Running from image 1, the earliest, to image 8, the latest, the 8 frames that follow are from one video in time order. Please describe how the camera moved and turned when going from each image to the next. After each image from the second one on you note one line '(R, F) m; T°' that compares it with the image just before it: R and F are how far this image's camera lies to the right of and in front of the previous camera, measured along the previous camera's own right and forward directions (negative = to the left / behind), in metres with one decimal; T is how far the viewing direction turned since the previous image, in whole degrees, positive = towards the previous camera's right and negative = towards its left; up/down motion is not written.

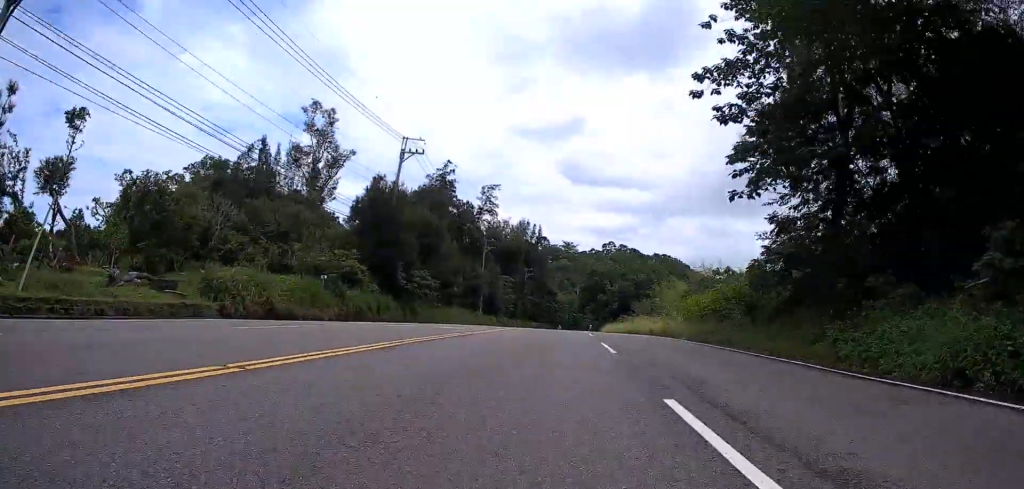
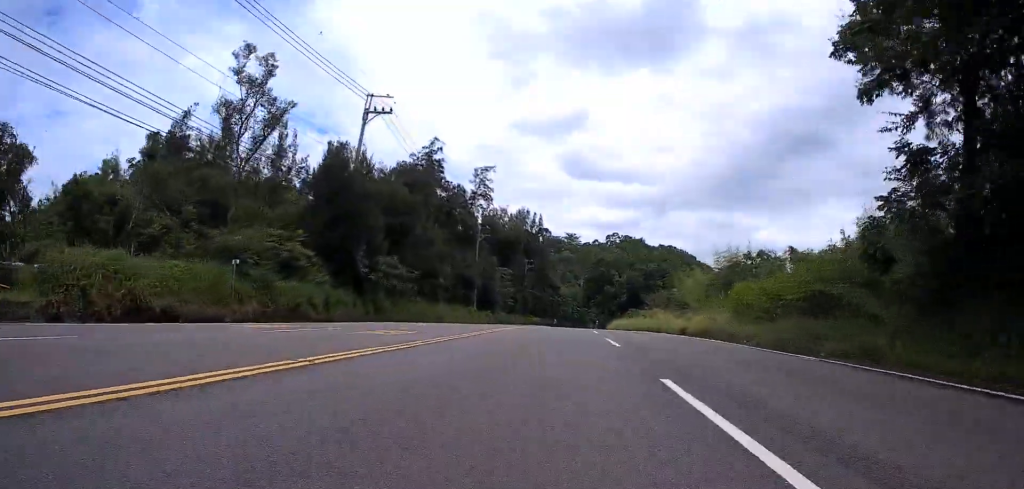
(-0.3, +9.1) m; +1°
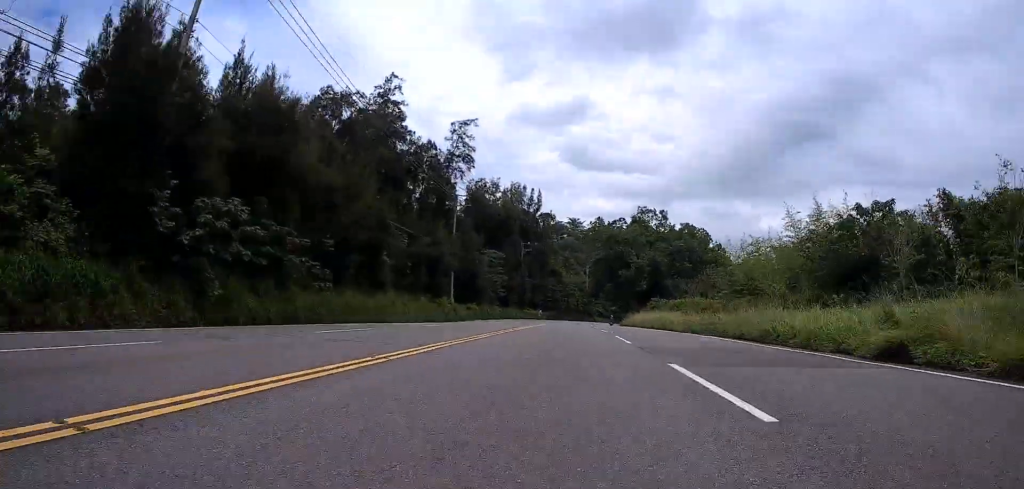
(+0.7, +18.9) m; 0°
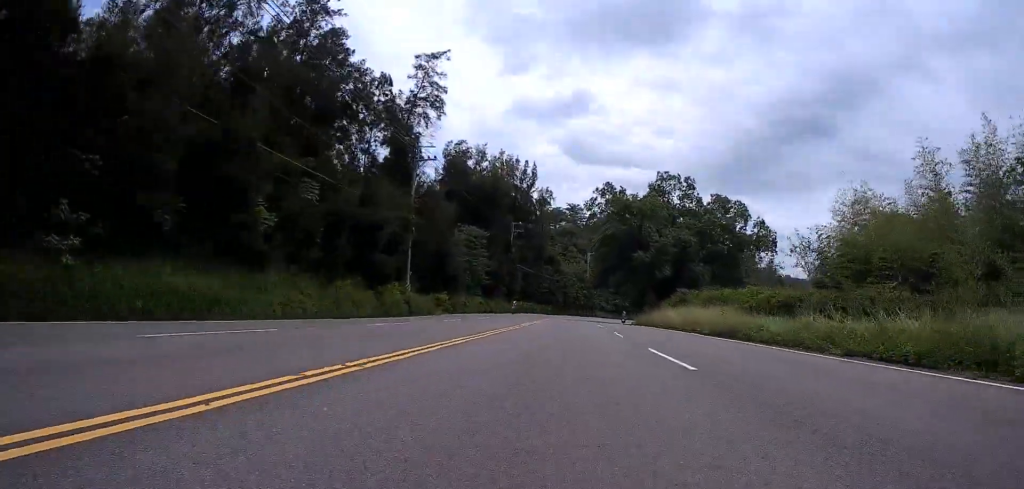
(-0.4, +16.9) m; -2°
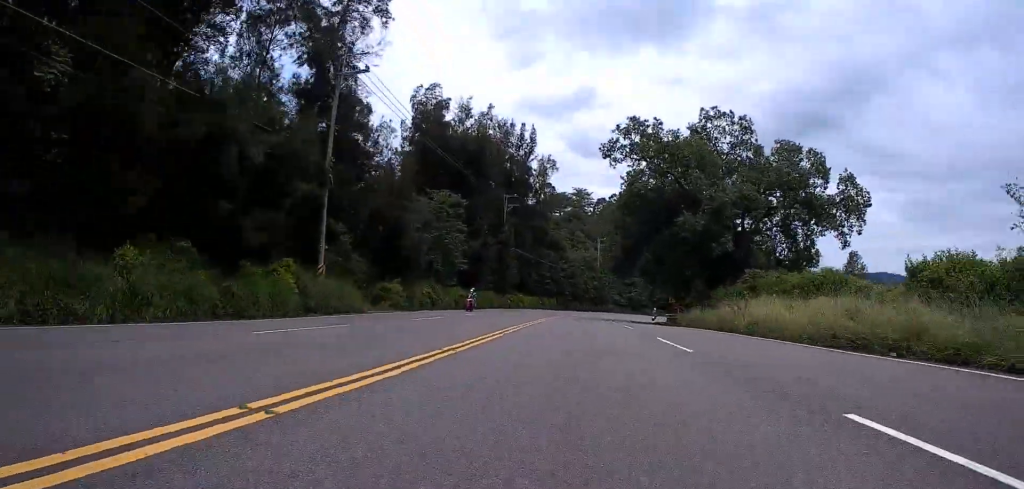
(-0.5, +17.9) m; -1°
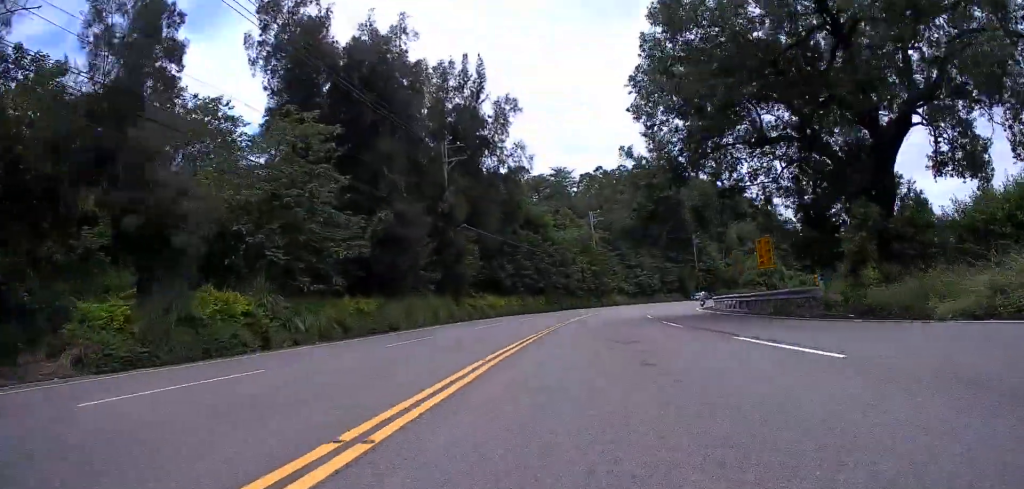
(+0.7, +24.9) m; +3°
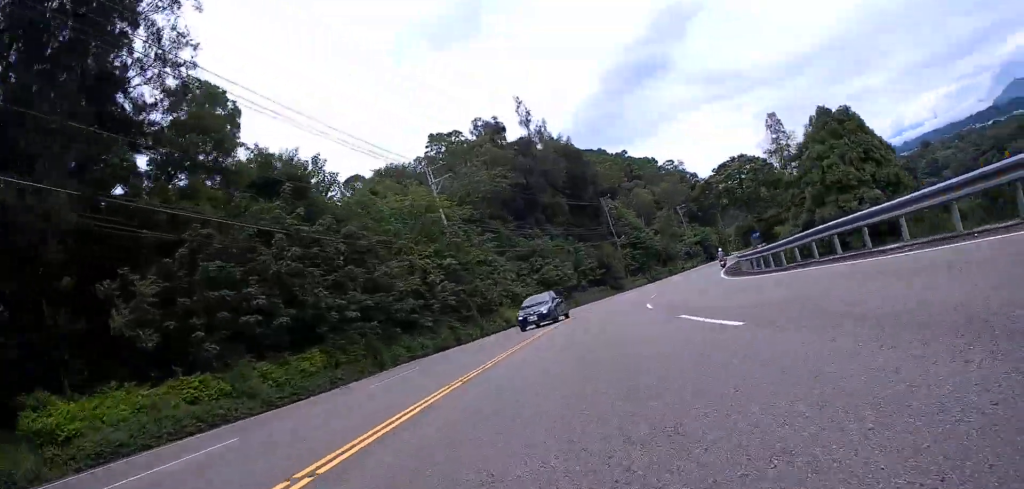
(+2.3, +38.3) m; +11°
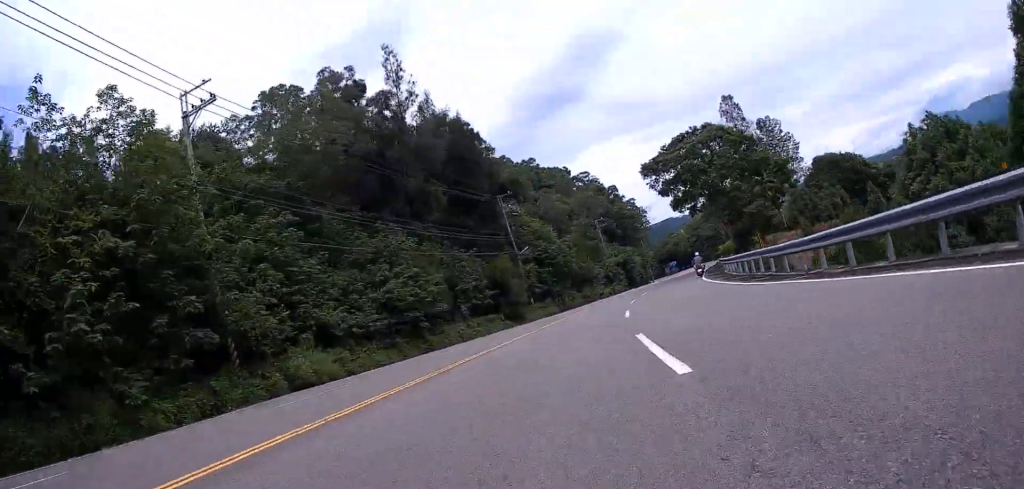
(+1.9, +21.1) m; +10°
